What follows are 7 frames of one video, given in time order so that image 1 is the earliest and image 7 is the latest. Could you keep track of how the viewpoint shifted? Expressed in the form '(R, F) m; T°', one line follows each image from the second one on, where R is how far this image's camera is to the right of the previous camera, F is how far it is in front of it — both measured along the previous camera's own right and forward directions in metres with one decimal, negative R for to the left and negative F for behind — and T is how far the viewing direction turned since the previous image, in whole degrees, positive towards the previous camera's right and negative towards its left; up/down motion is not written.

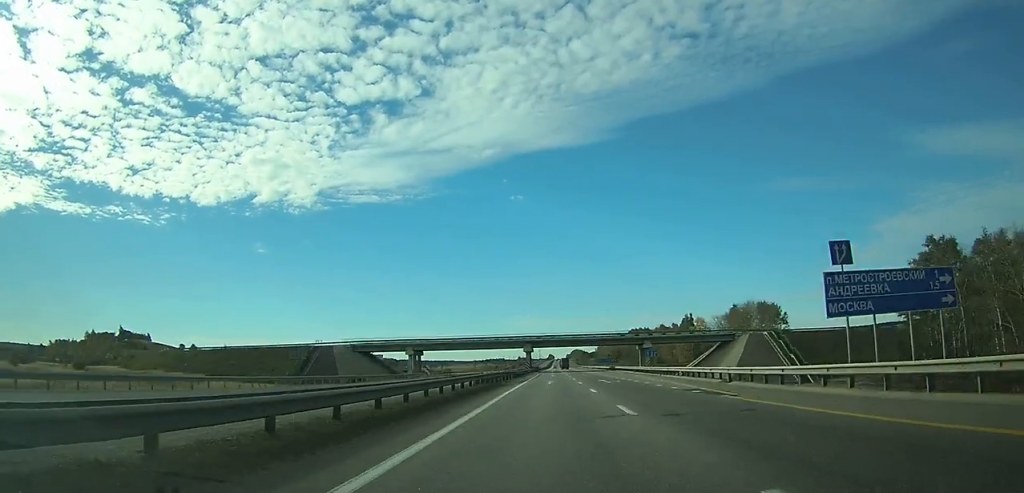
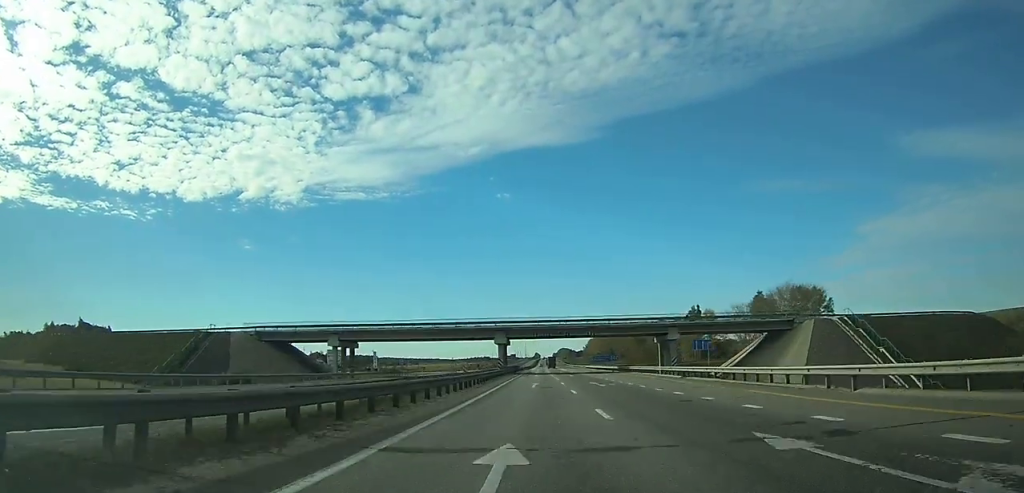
(+0.3, +36.6) m; +1°
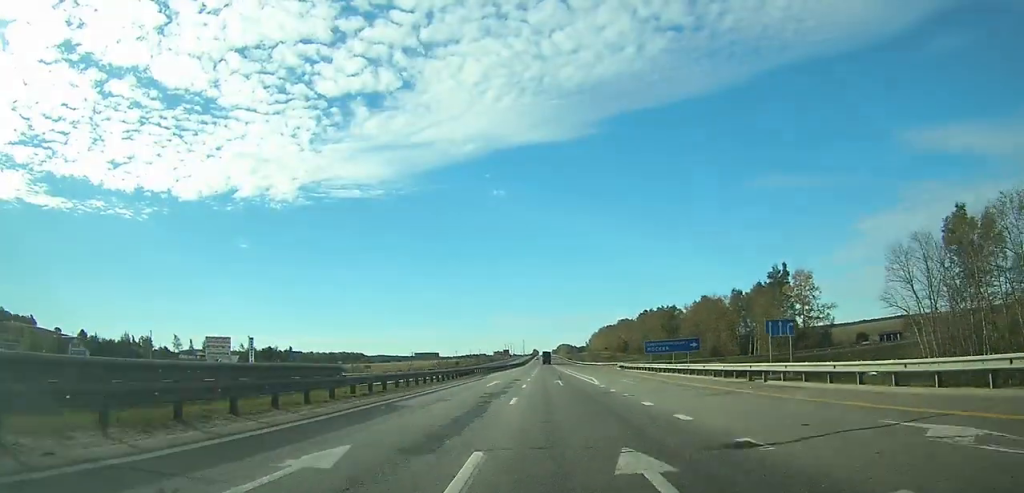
(+1.2, +90.2) m; +1°
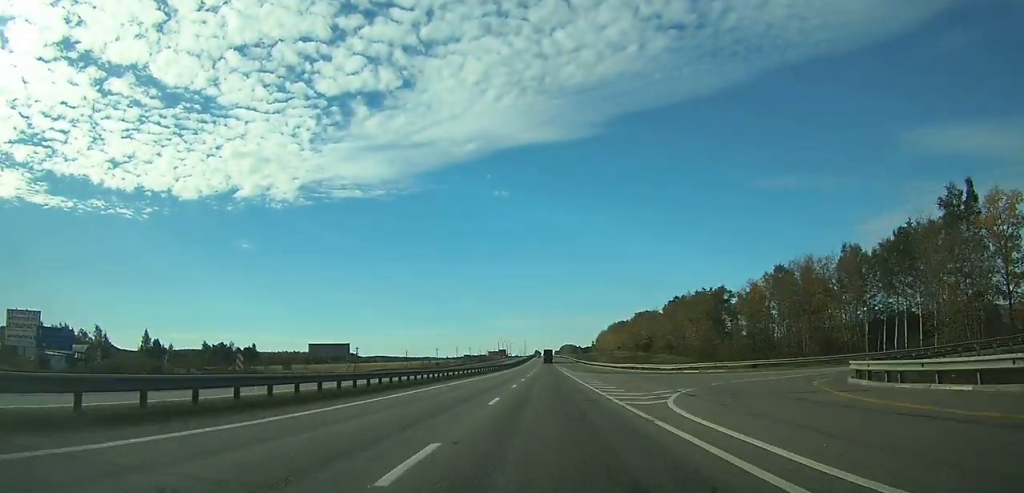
(-0.1, +70.5) m; 0°
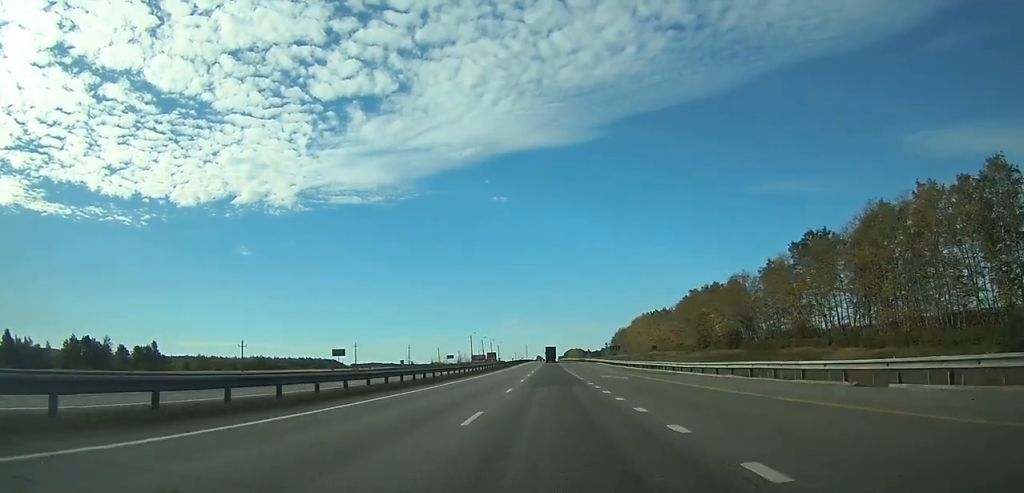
(-0.7, +125.0) m; 0°
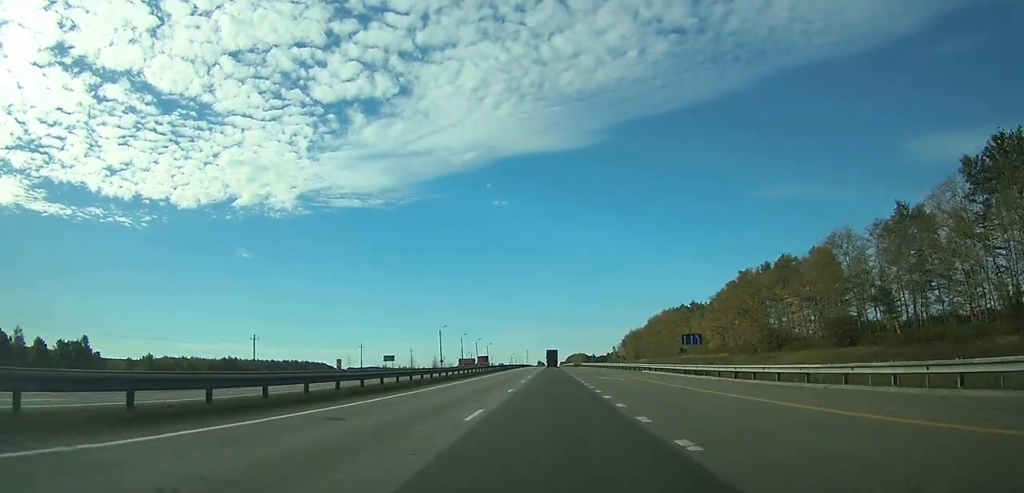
(+0.2, +57.9) m; 0°
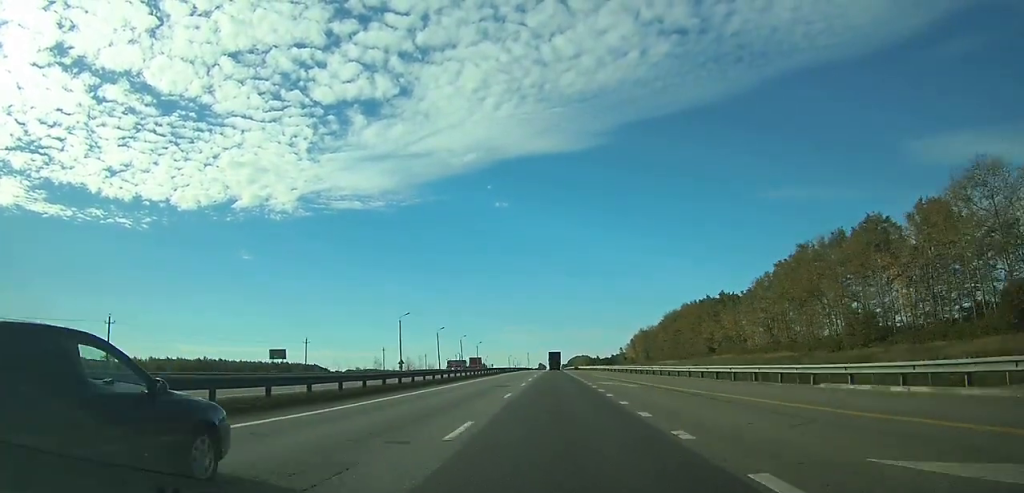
(0.0, +39.1) m; 0°
